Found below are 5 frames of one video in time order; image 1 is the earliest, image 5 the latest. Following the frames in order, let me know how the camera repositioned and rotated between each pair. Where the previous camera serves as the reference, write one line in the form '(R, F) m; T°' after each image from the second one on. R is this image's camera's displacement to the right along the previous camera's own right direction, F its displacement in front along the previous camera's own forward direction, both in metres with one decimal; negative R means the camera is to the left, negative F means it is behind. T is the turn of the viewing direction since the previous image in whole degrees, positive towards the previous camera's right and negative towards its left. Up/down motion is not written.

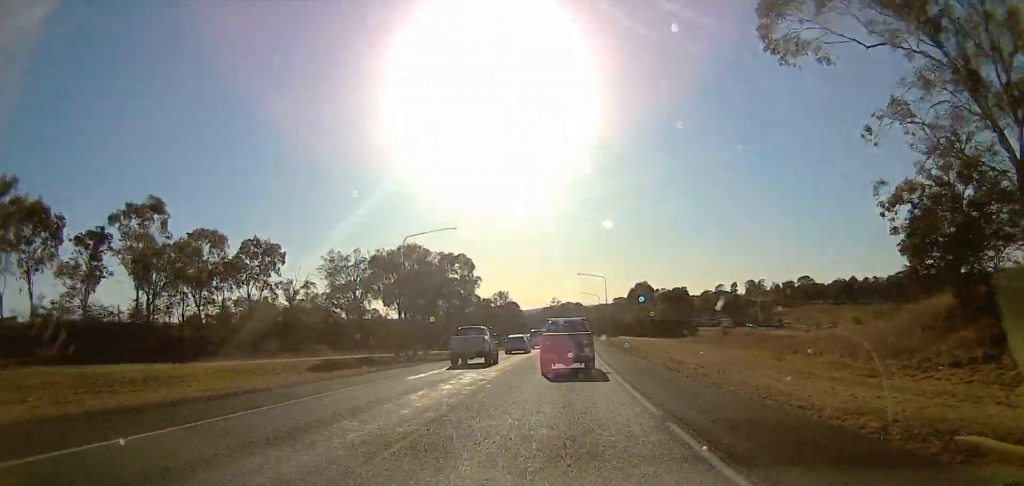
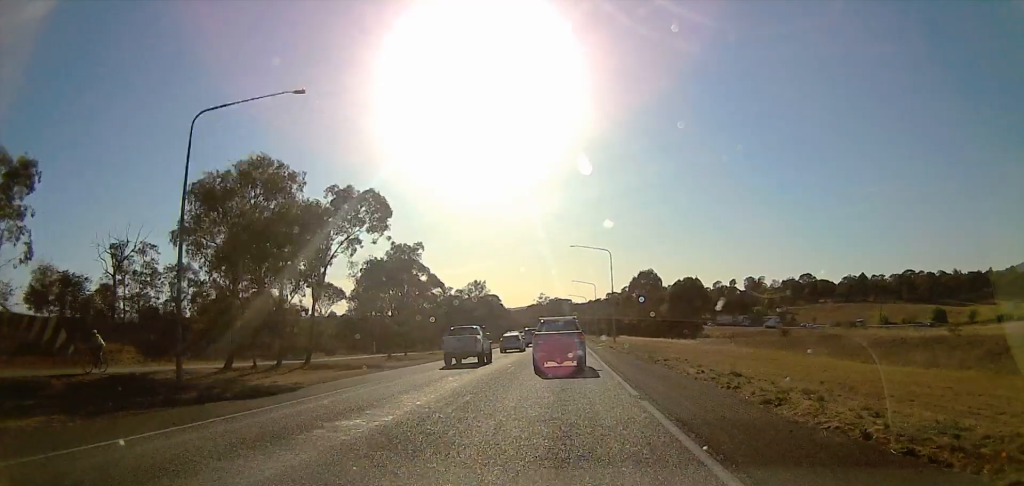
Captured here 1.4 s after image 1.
(+1.5, +34.5) m; +4°
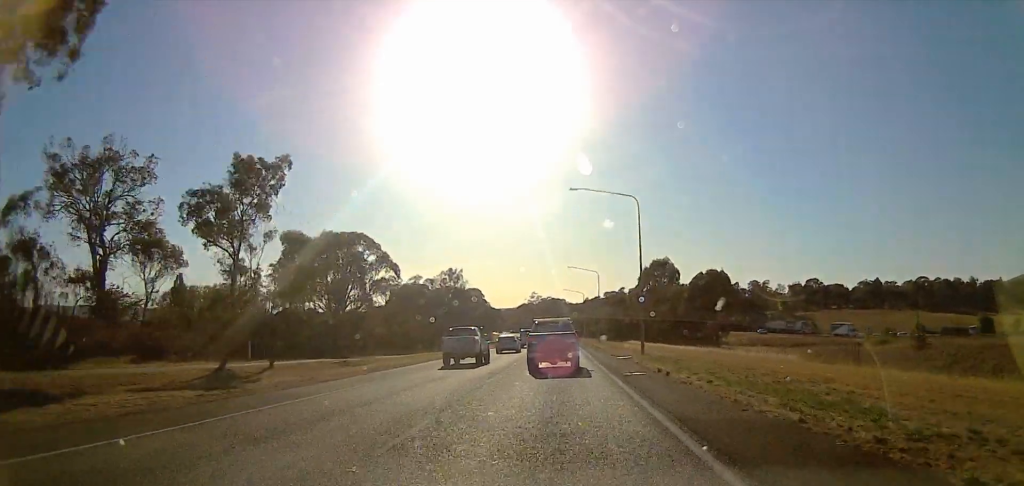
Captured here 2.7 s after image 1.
(+0.2, +26.7) m; 0°
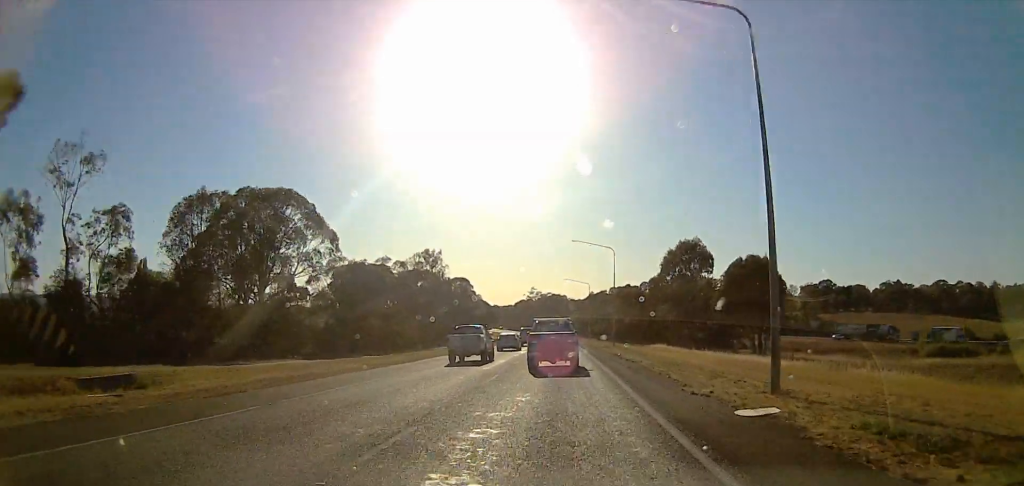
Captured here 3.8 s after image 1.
(0.0, +23.0) m; 0°
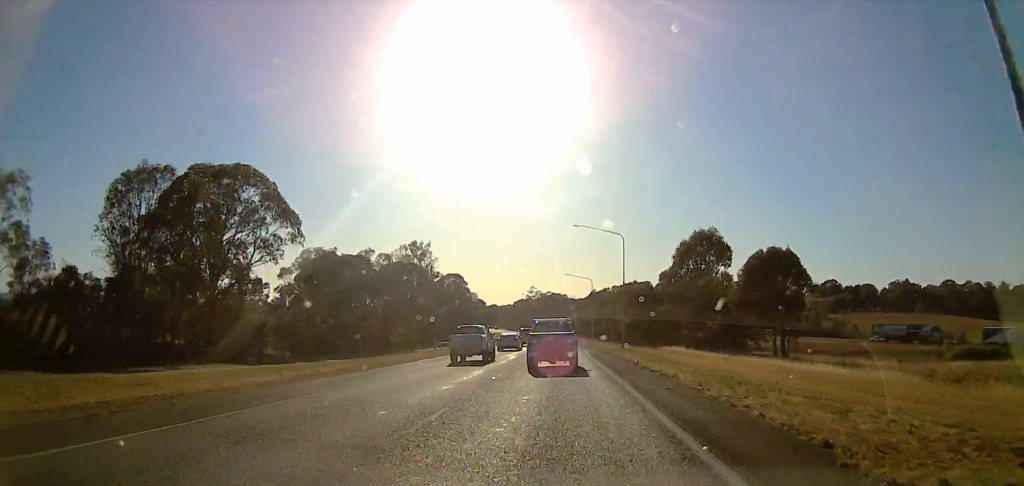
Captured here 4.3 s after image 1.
(0.0, +9.2) m; 0°
